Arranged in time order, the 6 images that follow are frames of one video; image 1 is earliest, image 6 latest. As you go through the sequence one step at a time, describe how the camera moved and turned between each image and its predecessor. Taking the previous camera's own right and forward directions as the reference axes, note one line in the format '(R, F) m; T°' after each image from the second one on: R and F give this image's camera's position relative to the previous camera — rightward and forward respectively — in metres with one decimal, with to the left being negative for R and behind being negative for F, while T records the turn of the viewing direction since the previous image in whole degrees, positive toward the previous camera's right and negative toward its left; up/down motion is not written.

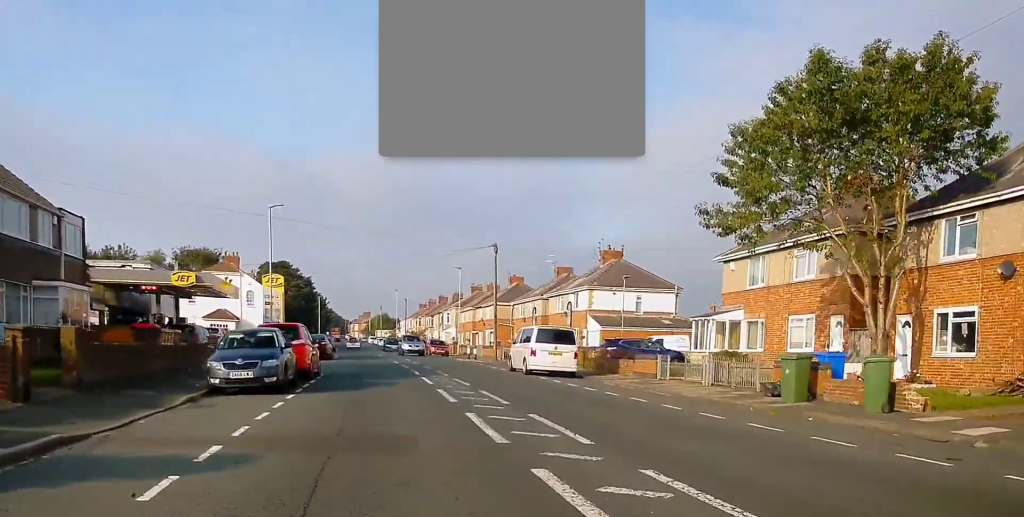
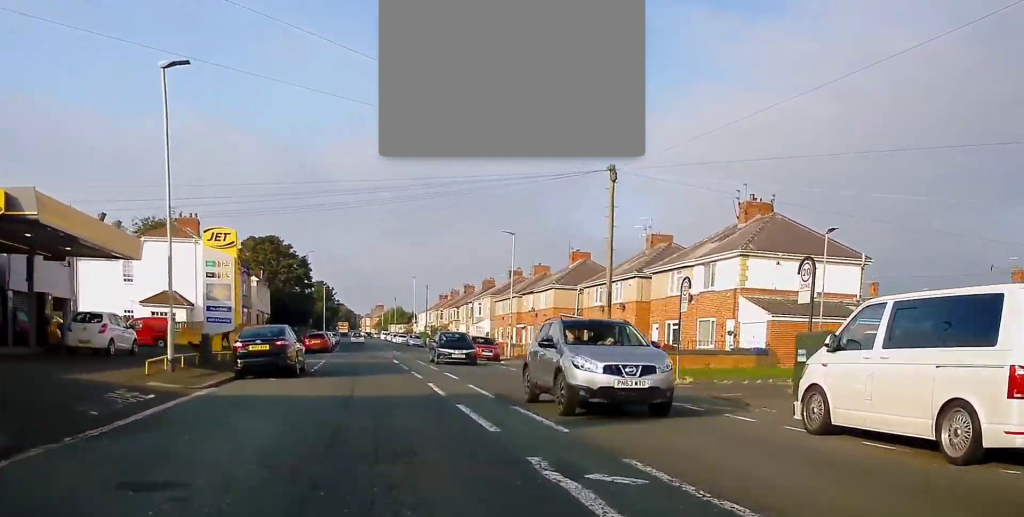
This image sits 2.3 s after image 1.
(+0.3, +23.1) m; +2°
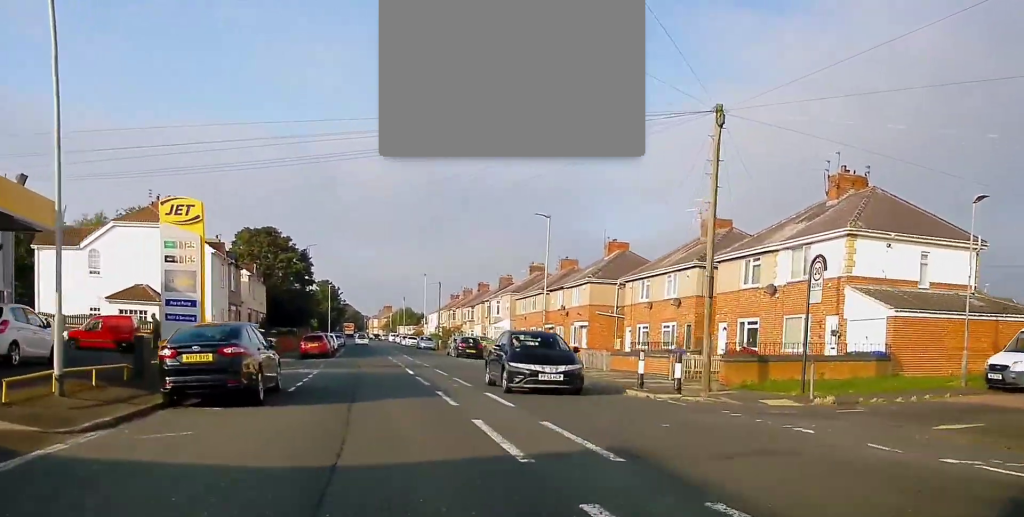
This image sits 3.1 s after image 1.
(-0.2, +8.2) m; -1°
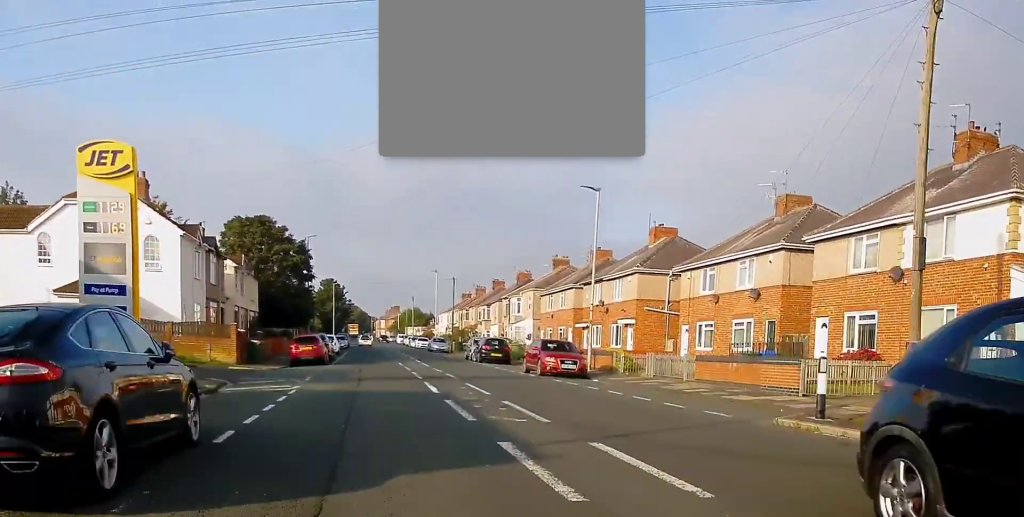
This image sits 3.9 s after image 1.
(-0.1, +8.3) m; -1°
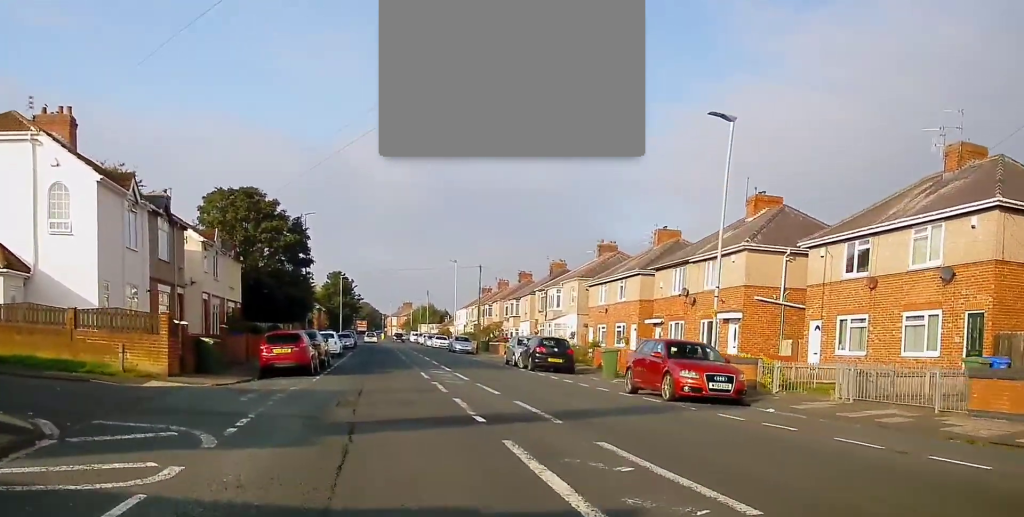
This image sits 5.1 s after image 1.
(0.0, +12.2) m; 0°
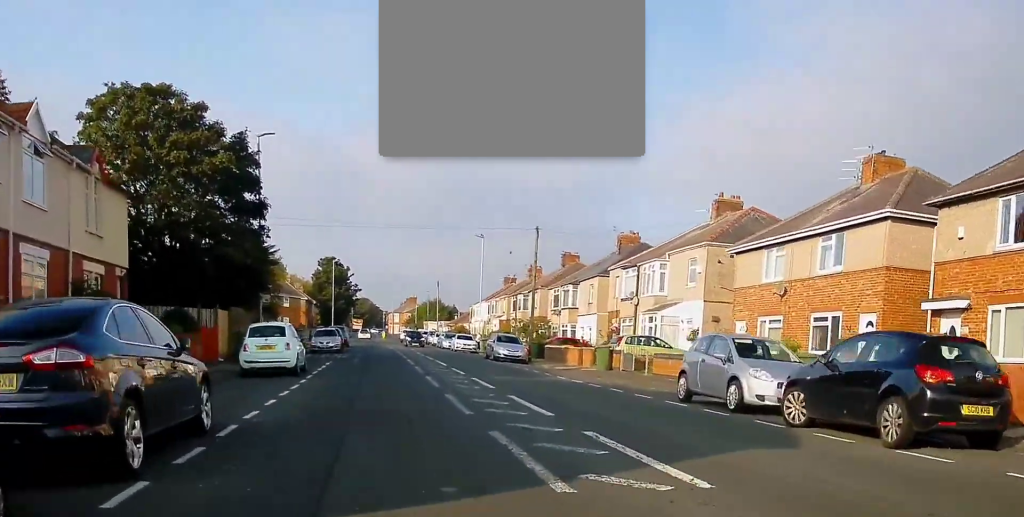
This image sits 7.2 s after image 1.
(-0.8, +23.0) m; -4°
